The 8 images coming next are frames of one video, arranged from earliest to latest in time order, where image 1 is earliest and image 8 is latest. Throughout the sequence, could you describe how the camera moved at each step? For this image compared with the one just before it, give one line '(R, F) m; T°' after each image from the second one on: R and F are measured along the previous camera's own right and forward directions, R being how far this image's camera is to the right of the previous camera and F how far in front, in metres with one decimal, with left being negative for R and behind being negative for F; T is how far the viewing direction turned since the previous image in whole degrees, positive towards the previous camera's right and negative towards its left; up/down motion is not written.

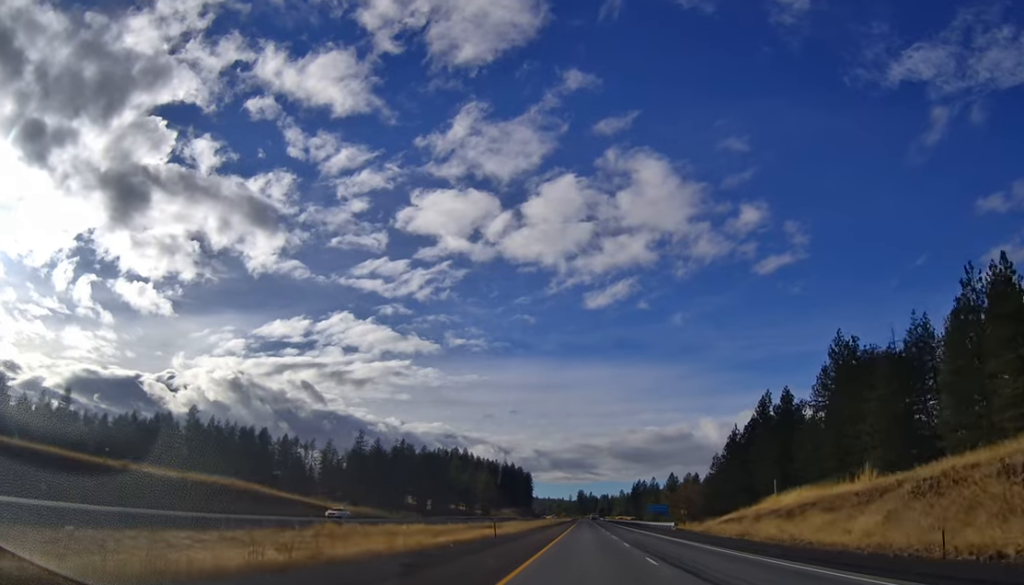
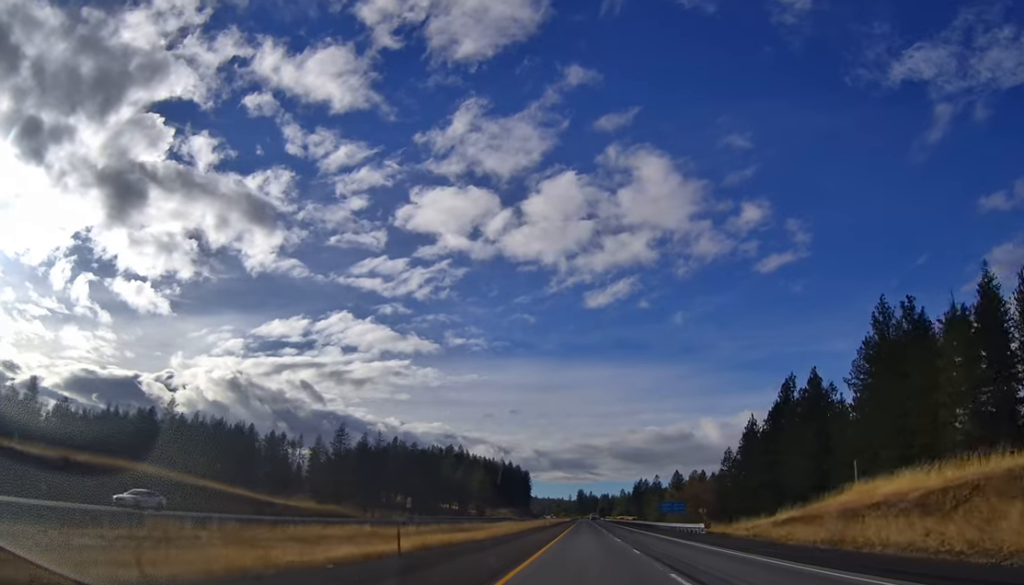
(-0.2, +18.8) m; 0°
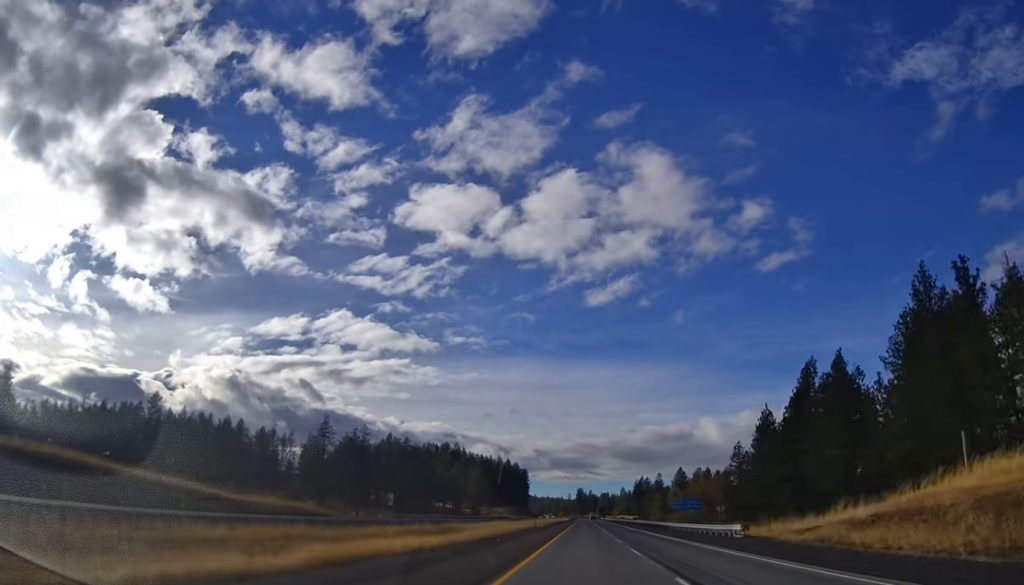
(+0.1, +13.3) m; 0°
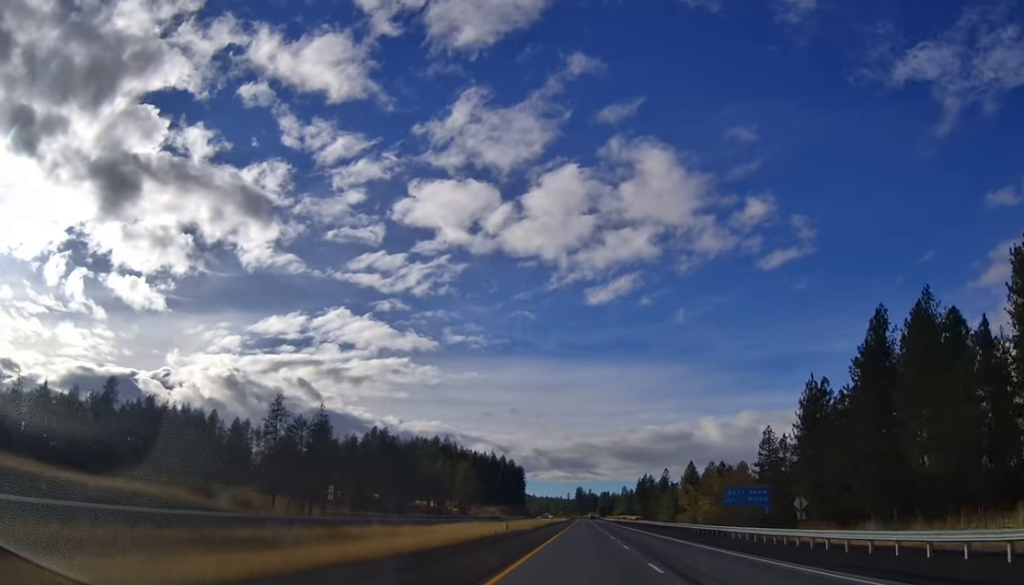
(+0.2, +32.2) m; +1°
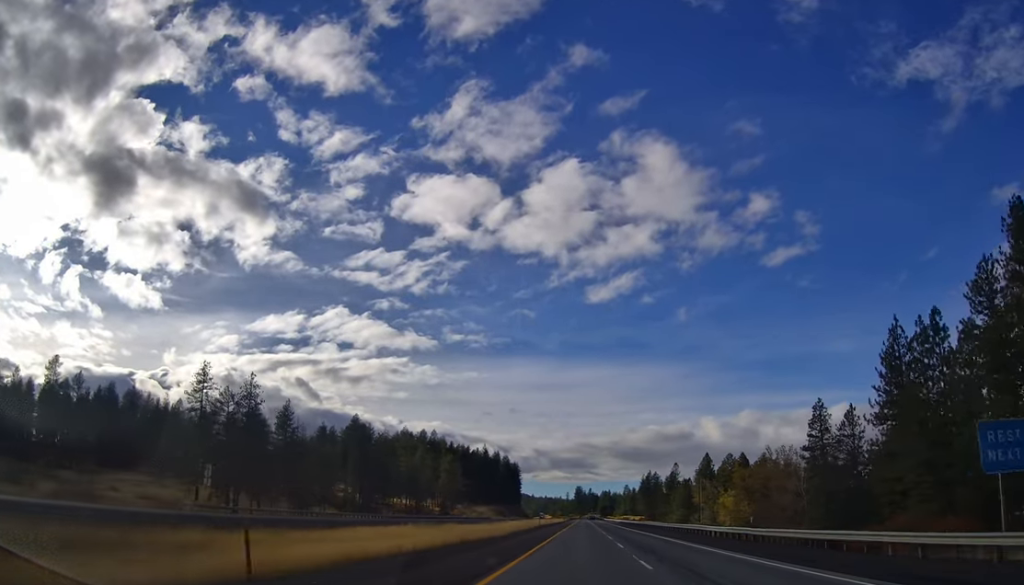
(+0.2, +35.5) m; 0°
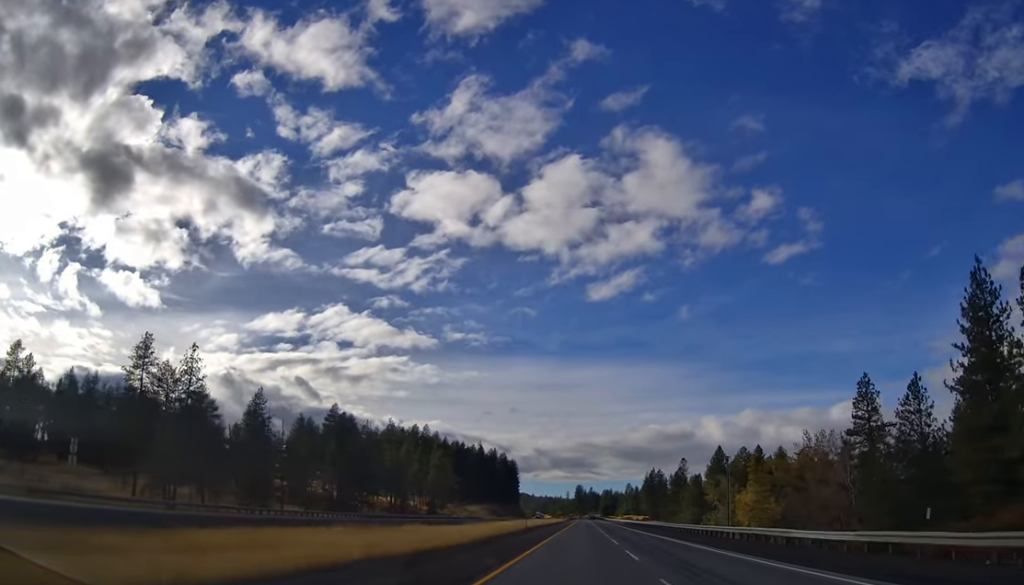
(0.0, +21.1) m; 0°
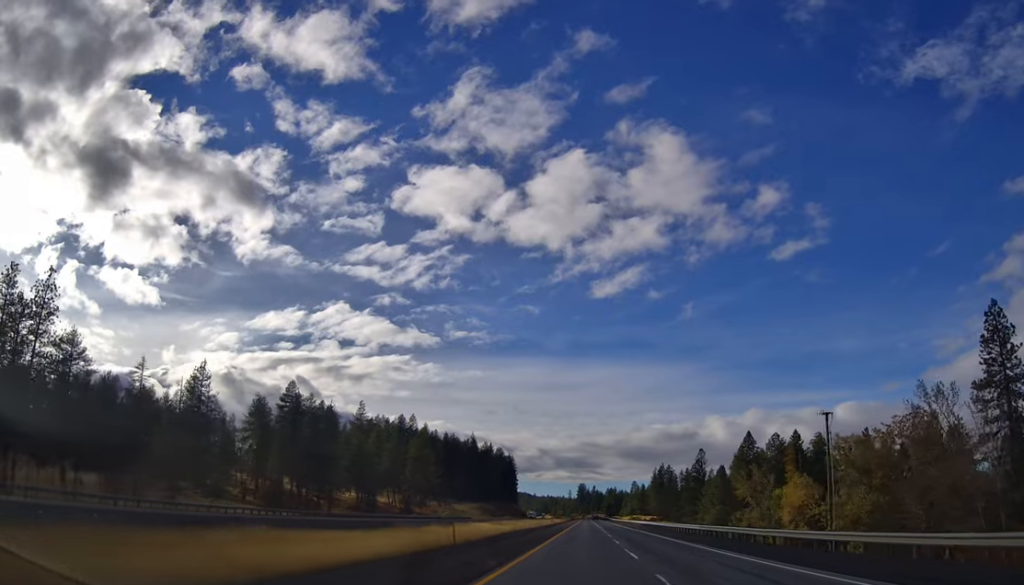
(-0.1, +35.6) m; 0°
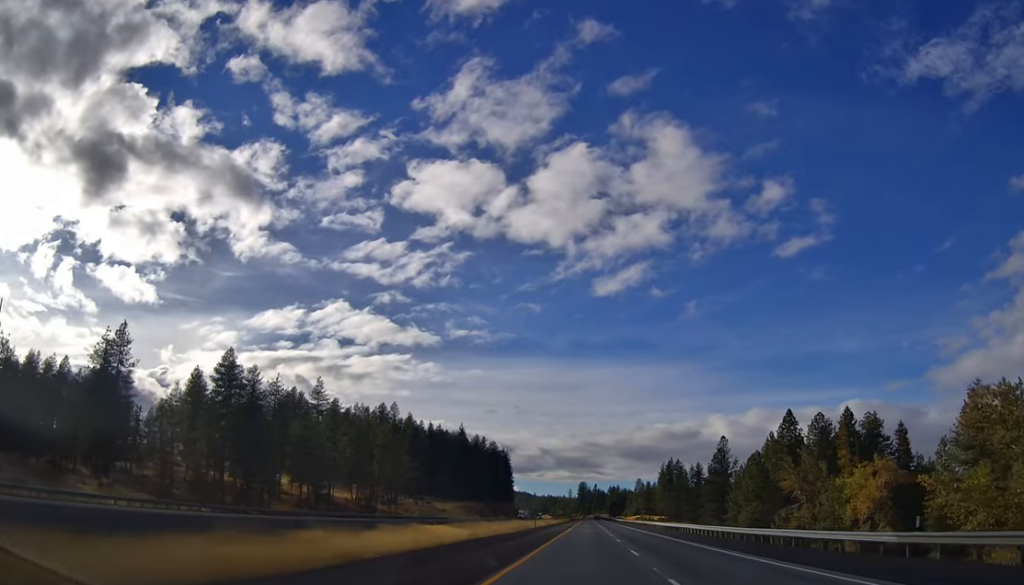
(0.0, +35.8) m; 0°
